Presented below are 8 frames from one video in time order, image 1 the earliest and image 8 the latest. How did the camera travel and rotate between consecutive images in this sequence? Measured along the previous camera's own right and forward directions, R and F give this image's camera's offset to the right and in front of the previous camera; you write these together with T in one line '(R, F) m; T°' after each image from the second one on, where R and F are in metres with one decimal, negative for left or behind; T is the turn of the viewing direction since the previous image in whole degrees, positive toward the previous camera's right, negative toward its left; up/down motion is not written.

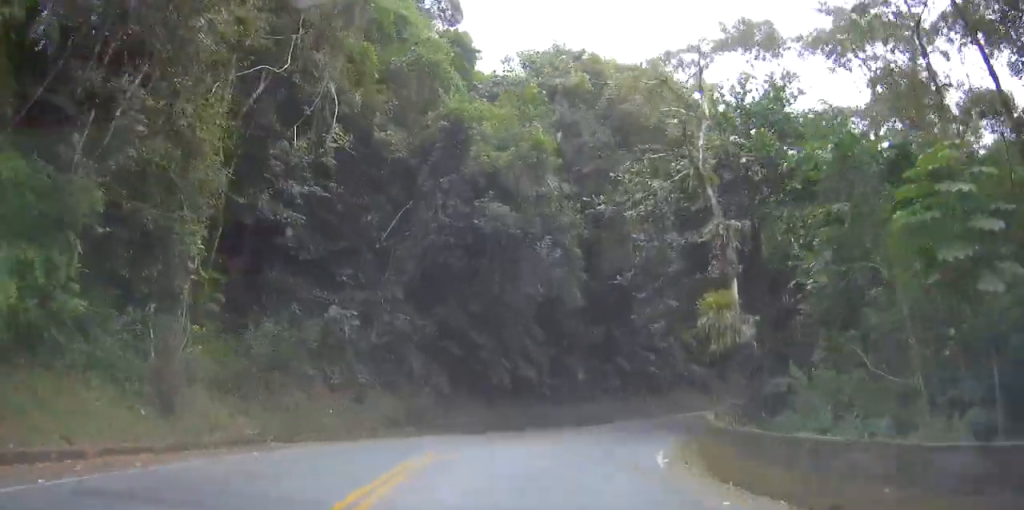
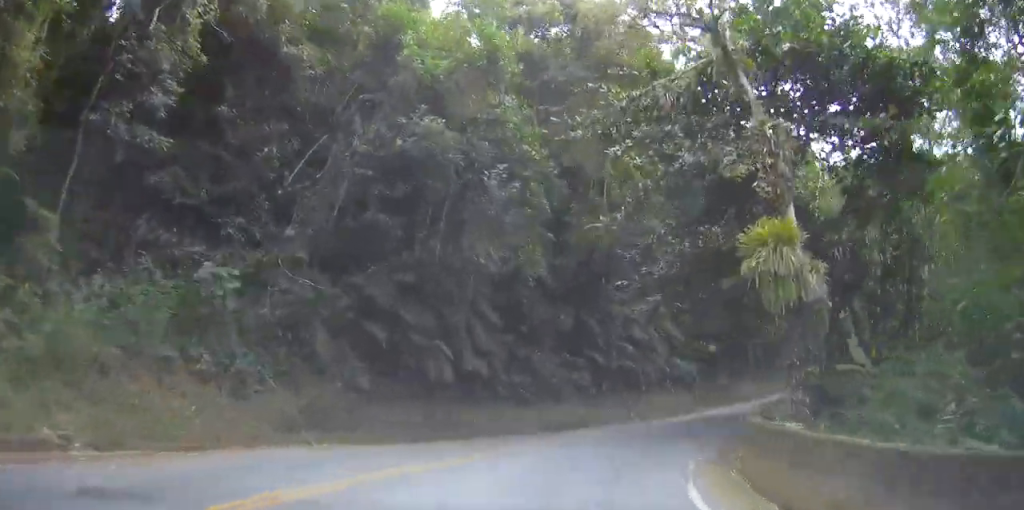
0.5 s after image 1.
(-0.2, +7.4) m; +3°
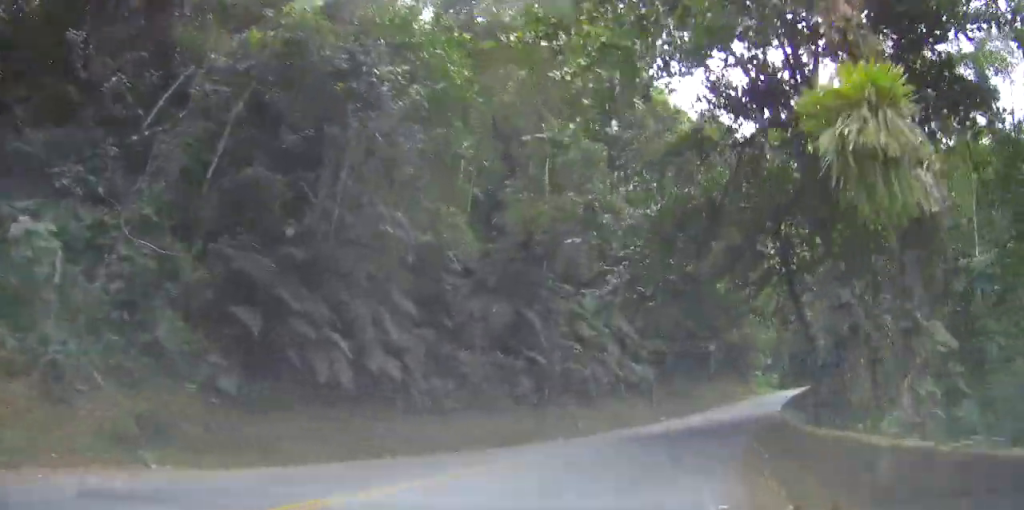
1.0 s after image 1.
(+0.1, +5.9) m; +4°
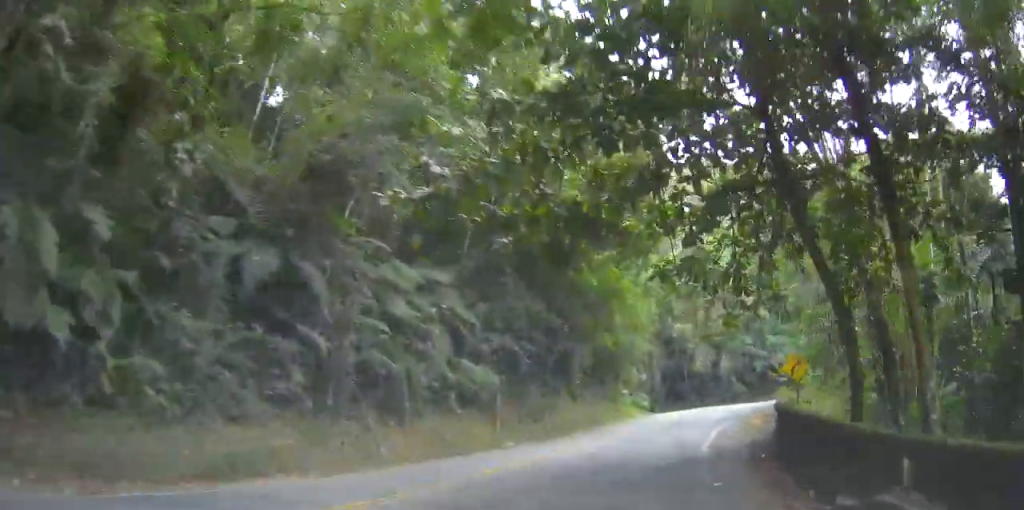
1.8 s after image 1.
(+0.5, +10.8) m; +9°
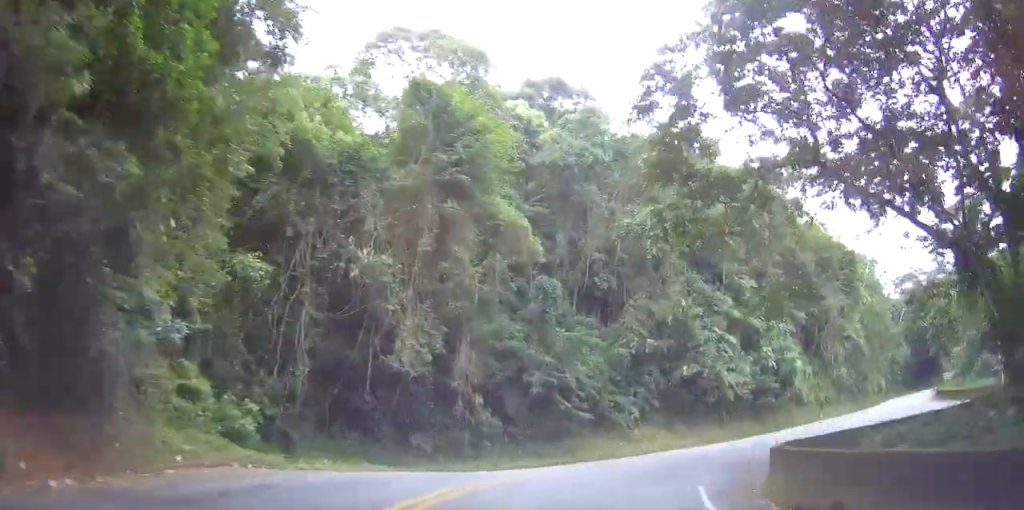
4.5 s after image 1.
(+12.2, +33.8) m; +28°
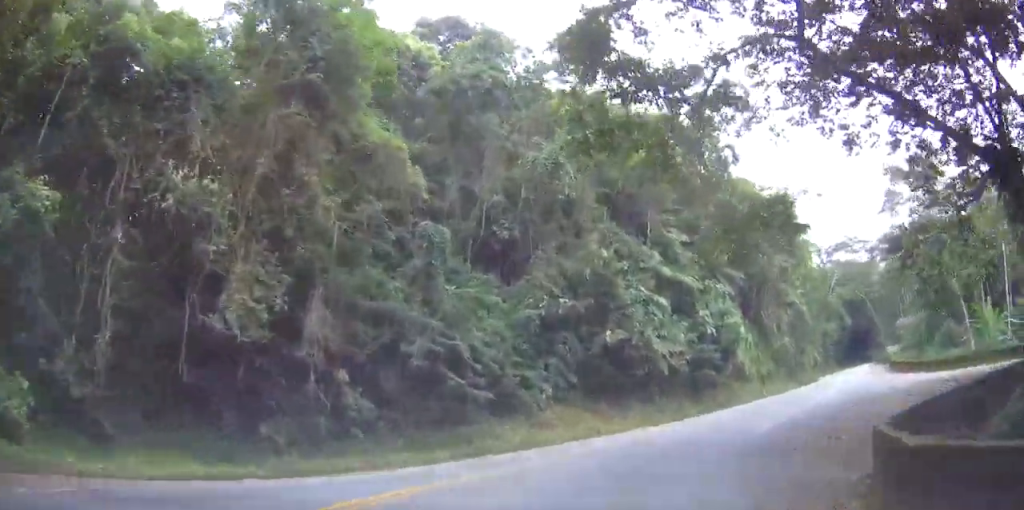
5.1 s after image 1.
(0.0, +8.0) m; +4°
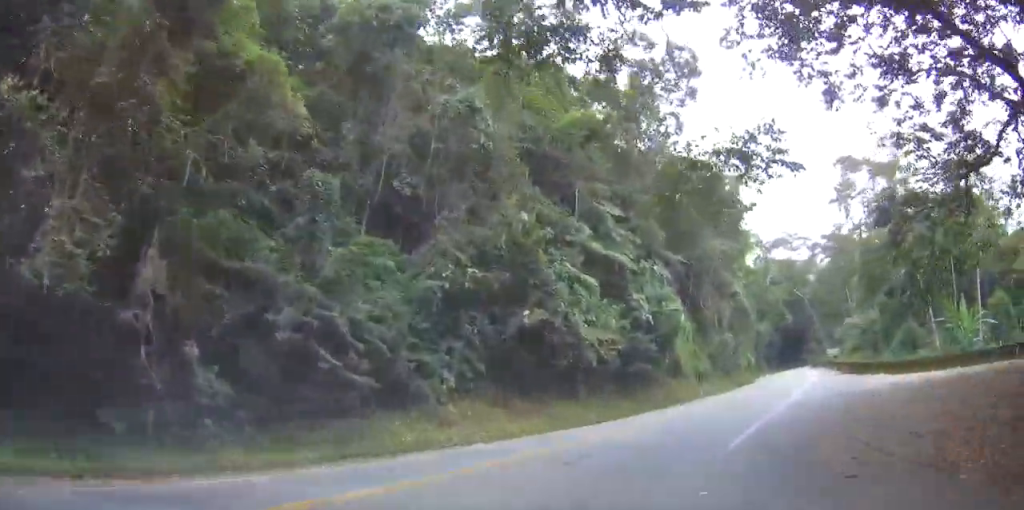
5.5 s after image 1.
(-0.4, +5.7) m; +5°
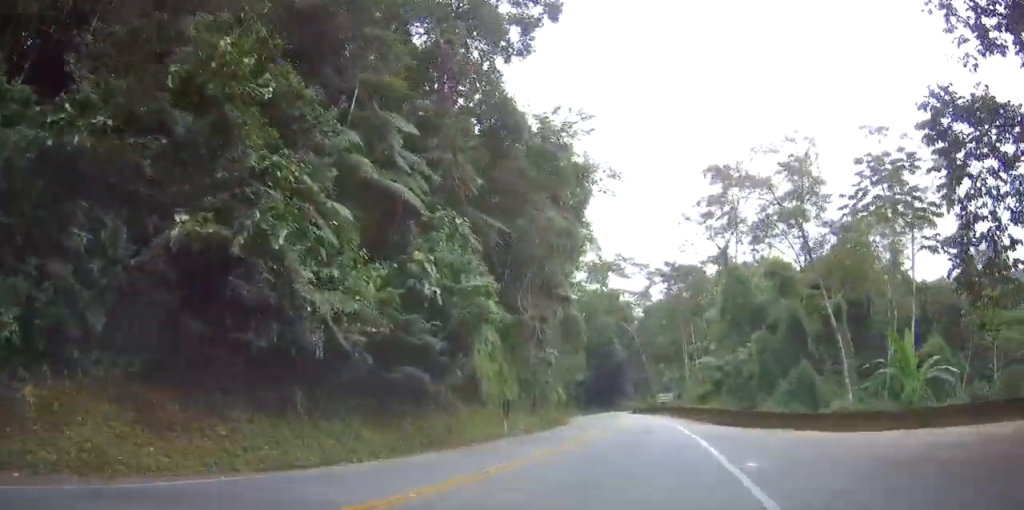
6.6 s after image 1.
(+2.3, +13.8) m; +18°
